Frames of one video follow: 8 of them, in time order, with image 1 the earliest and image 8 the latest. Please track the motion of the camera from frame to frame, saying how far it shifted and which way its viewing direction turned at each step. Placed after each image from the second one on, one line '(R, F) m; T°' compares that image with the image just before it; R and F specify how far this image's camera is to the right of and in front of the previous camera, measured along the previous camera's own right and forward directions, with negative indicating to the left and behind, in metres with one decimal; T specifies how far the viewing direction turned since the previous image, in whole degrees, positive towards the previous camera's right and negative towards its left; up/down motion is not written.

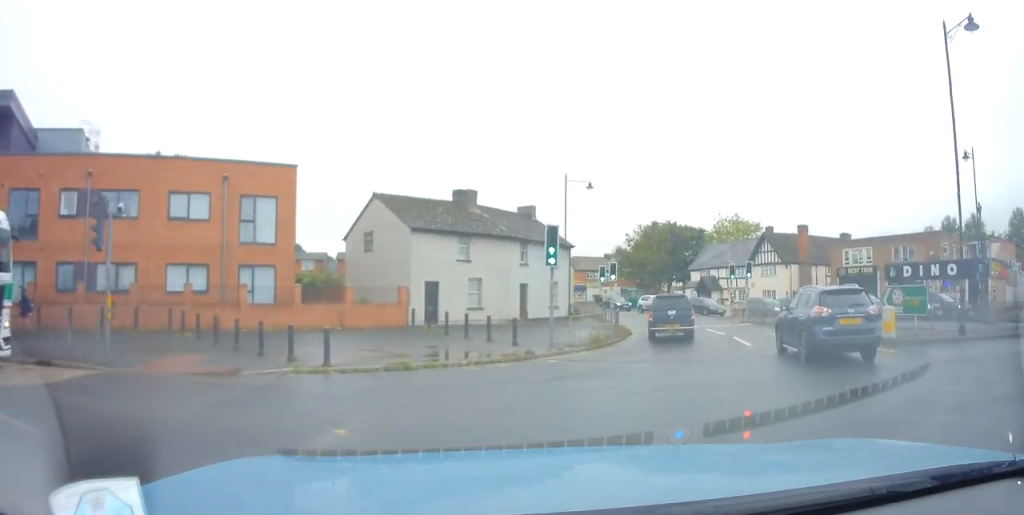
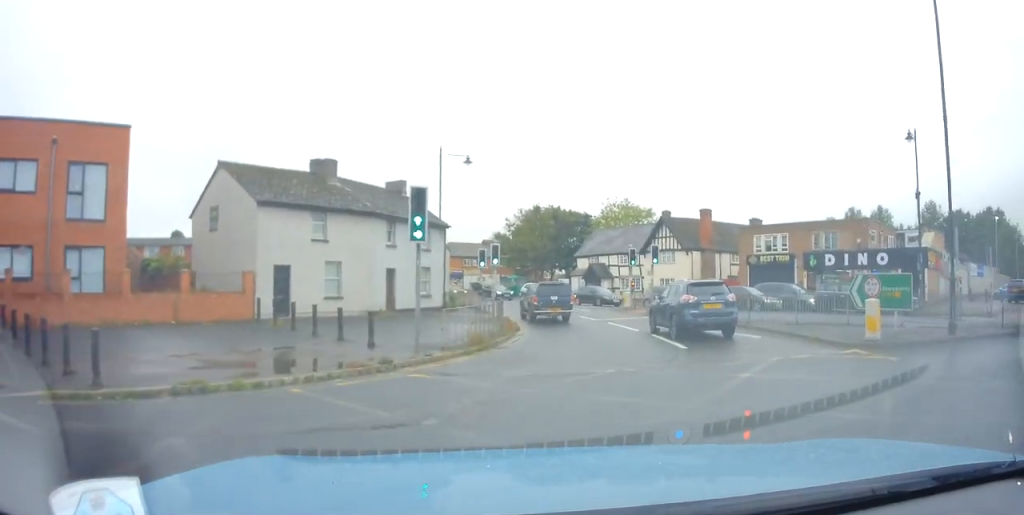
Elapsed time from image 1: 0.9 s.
(+0.3, +4.6) m; +10°
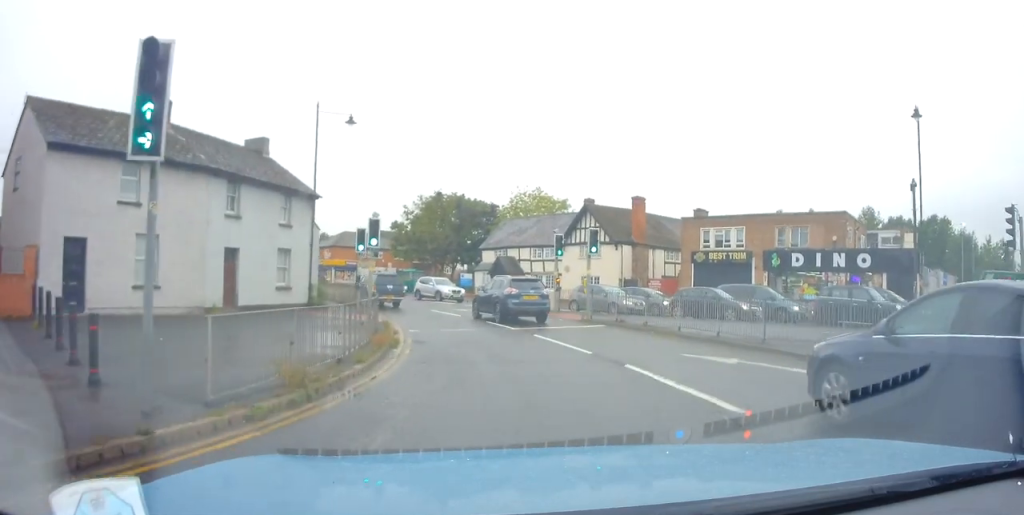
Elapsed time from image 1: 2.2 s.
(+1.3, +7.4) m; +12°
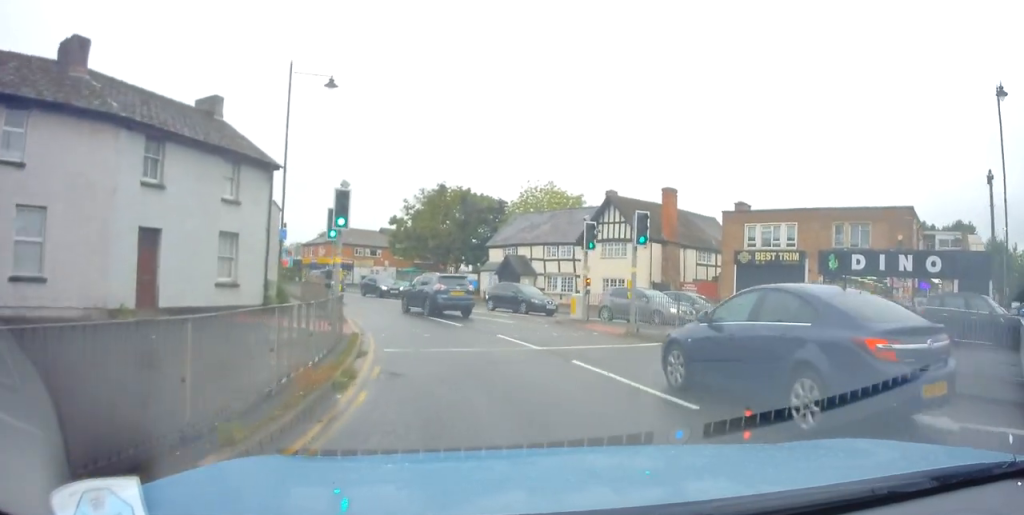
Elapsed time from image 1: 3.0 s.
(-0.1, +5.6) m; -2°
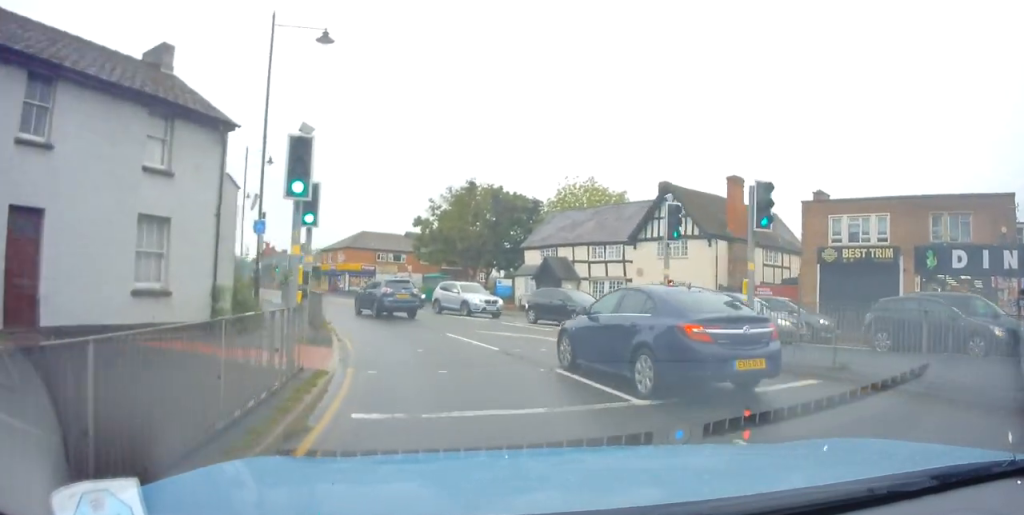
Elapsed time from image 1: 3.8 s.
(-0.2, +5.5) m; -3°
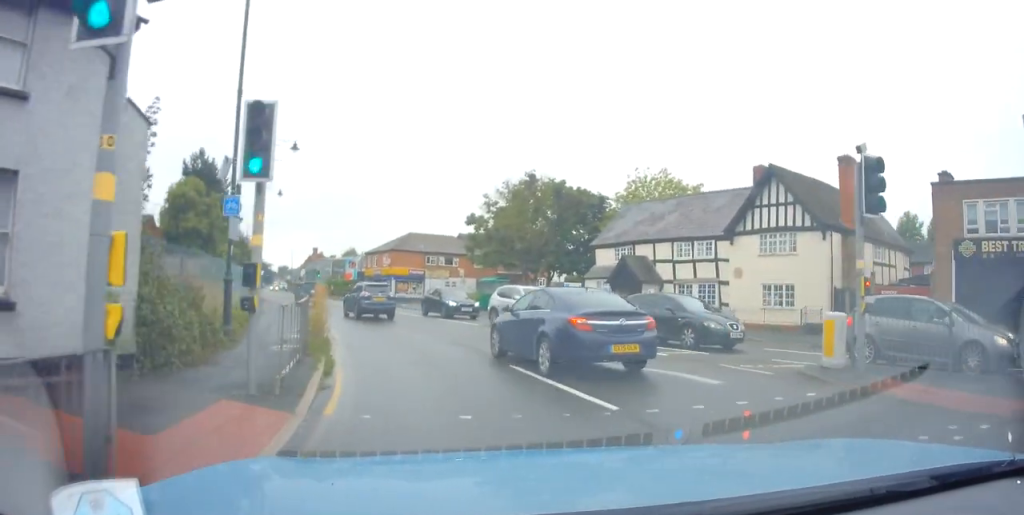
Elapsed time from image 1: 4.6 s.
(-0.1, +5.9) m; -4°
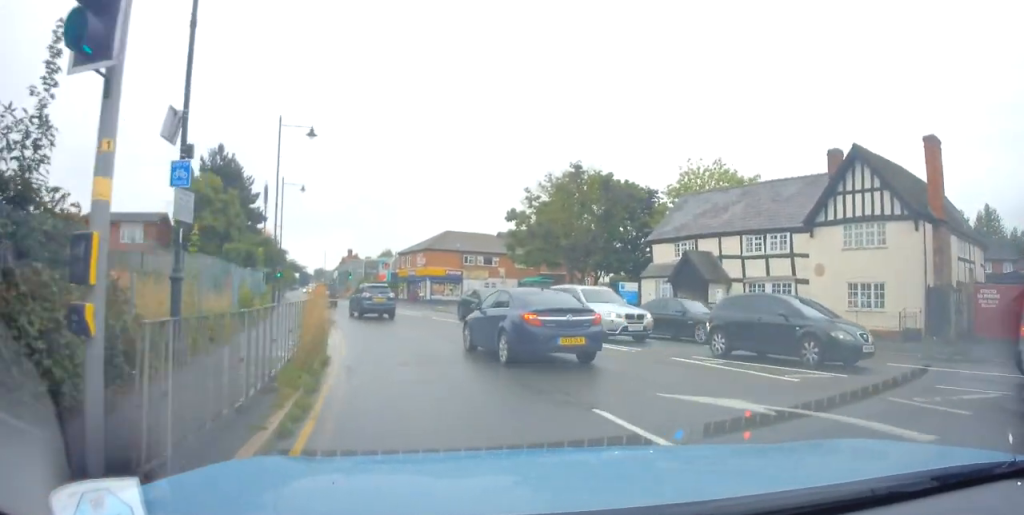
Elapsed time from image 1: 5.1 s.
(-0.1, +3.9) m; -4°
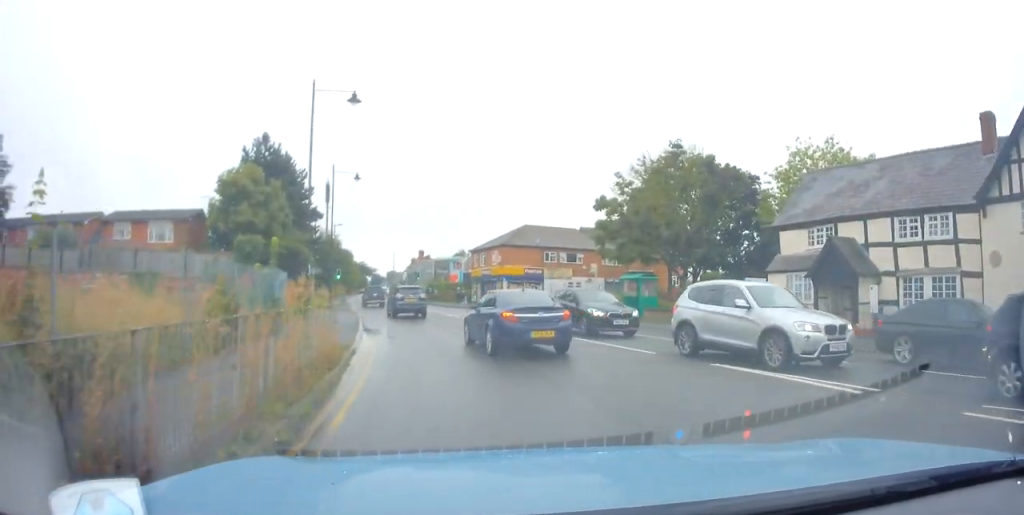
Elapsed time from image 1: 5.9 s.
(-0.4, +6.3) m; -7°
